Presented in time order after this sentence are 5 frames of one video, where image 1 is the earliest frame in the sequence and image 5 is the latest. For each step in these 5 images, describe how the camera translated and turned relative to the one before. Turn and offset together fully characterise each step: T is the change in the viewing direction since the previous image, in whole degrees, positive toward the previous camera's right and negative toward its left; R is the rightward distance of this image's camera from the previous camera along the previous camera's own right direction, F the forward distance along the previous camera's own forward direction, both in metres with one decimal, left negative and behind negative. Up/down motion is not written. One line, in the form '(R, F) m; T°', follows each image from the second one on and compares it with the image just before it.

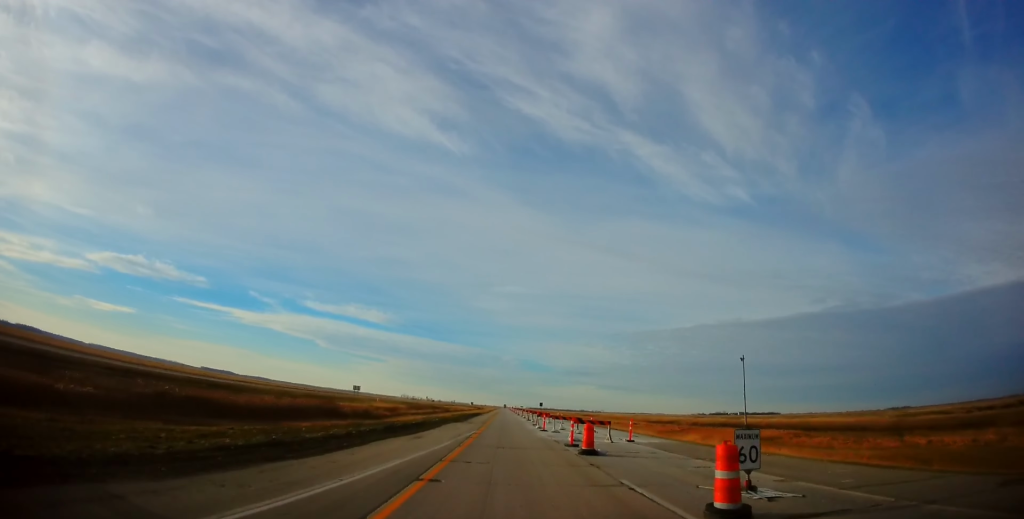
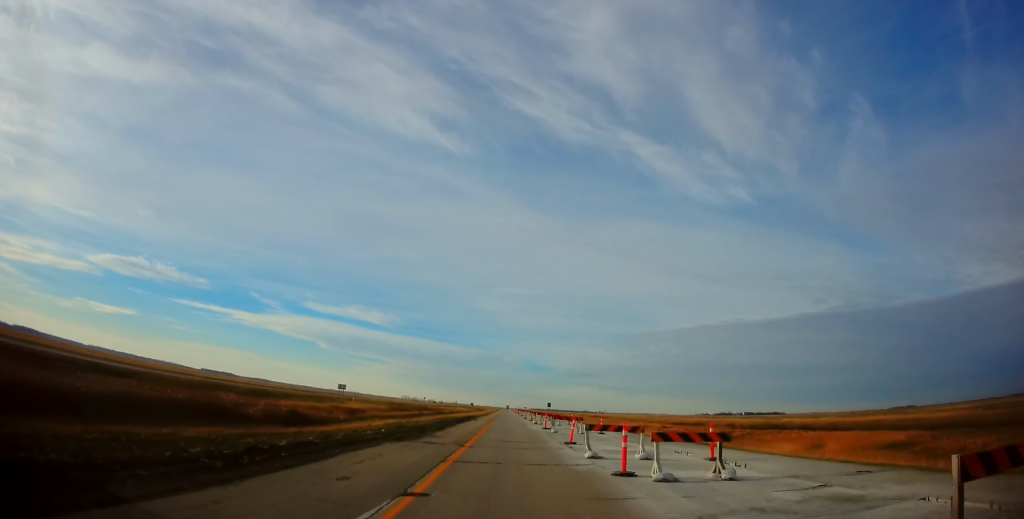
(+0.4, +23.6) m; 0°
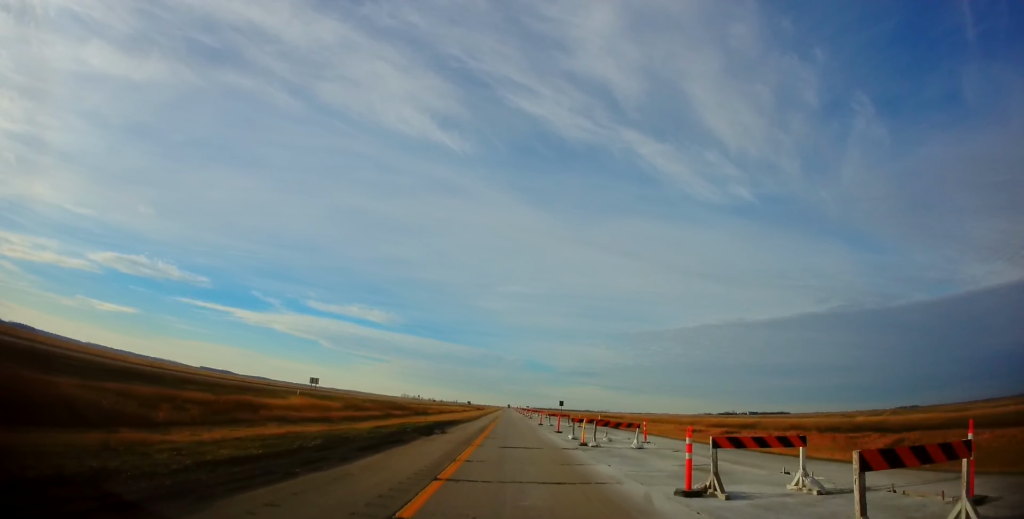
(-0.6, +31.3) m; 0°
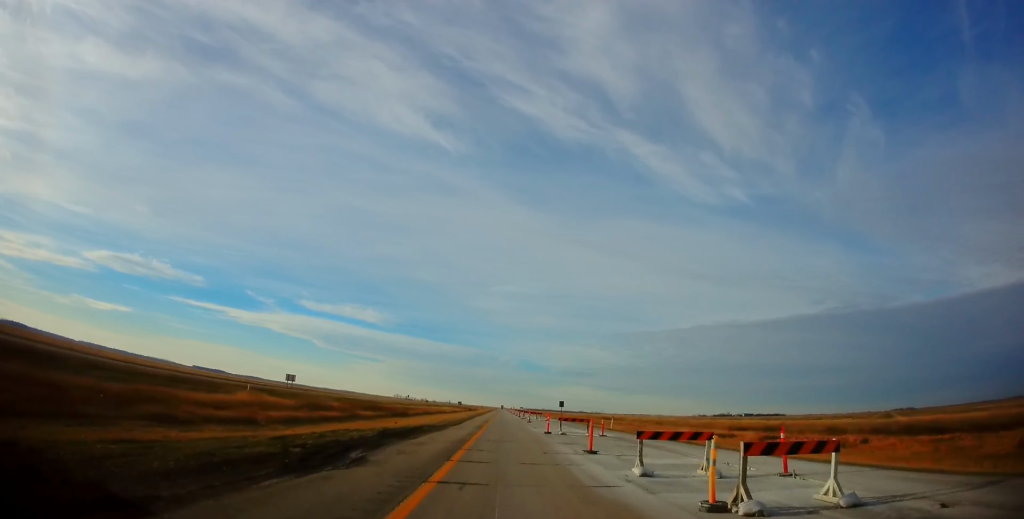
(+0.2, +14.6) m; +1°
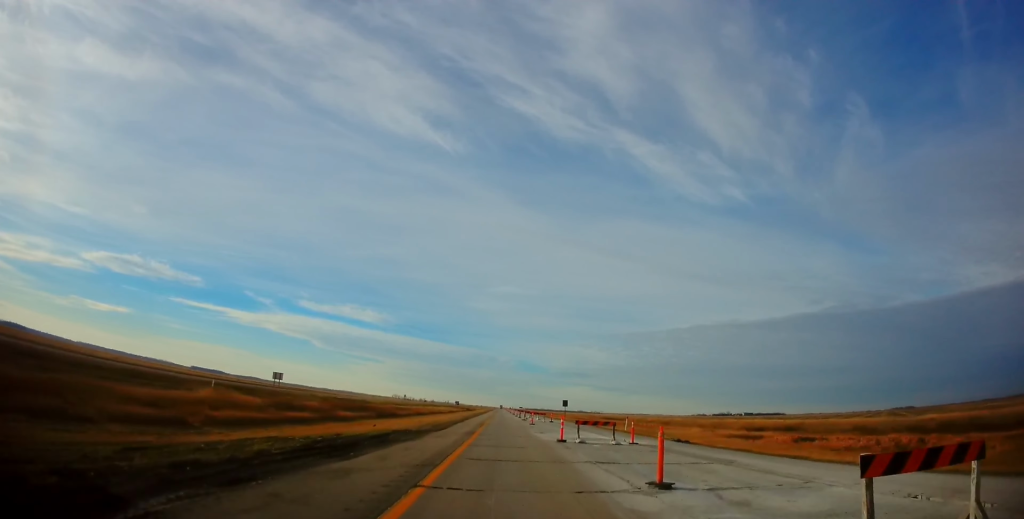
(-0.1, +8.8) m; 0°
